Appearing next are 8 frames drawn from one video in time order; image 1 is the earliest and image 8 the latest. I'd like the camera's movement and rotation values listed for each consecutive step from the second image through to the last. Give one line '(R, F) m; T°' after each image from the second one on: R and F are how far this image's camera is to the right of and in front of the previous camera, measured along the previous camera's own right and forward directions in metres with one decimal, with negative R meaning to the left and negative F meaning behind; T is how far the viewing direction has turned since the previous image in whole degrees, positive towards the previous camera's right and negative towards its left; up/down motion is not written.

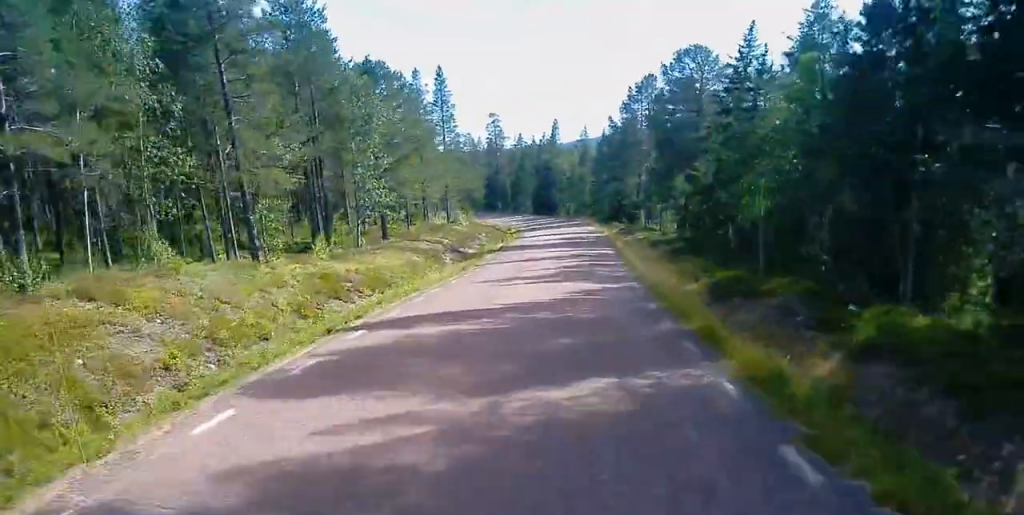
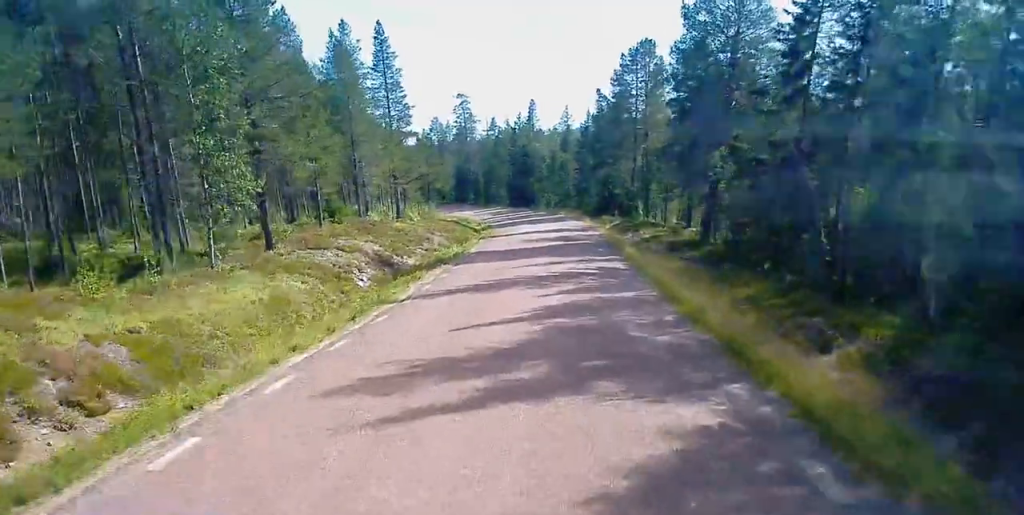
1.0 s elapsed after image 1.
(0.0, +15.3) m; +1°
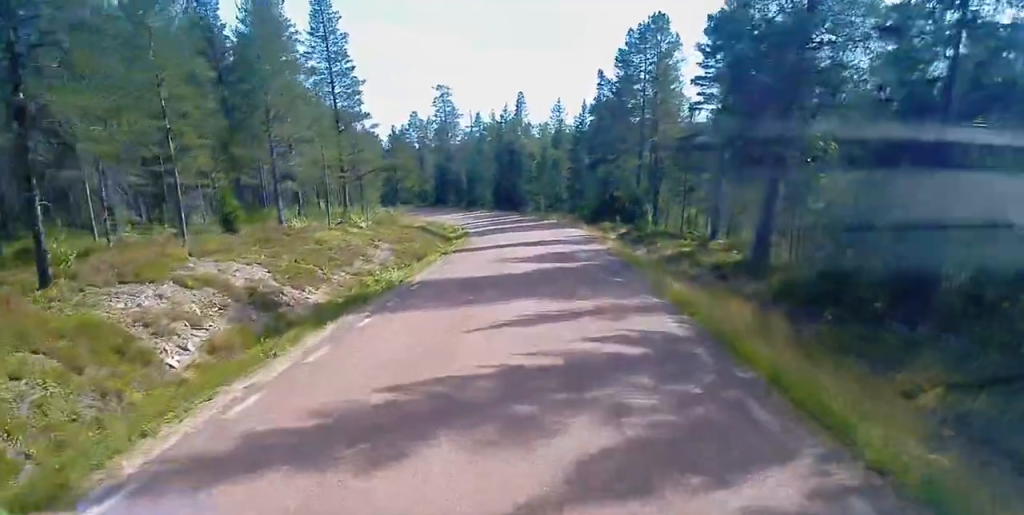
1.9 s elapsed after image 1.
(+0.1, +12.7) m; +1°
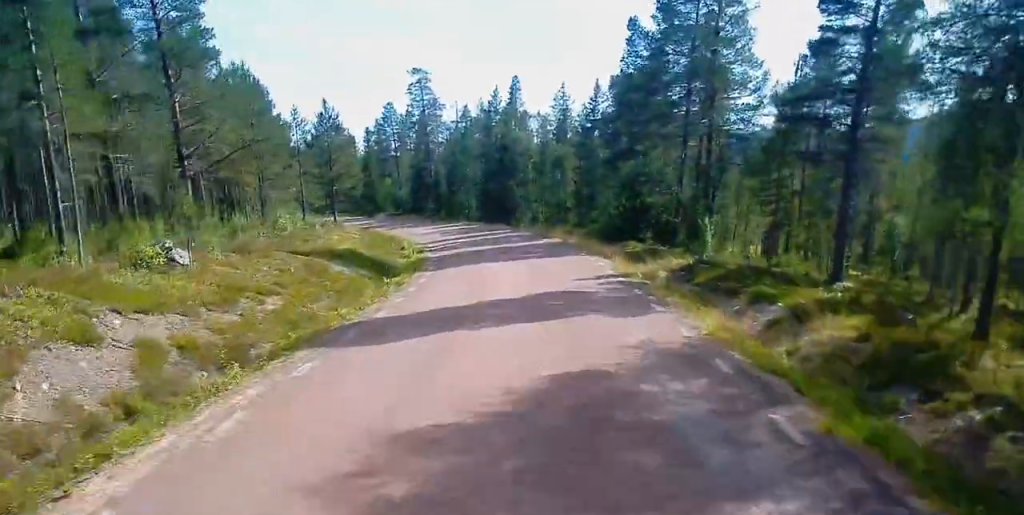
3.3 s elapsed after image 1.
(0.0, +20.9) m; 0°
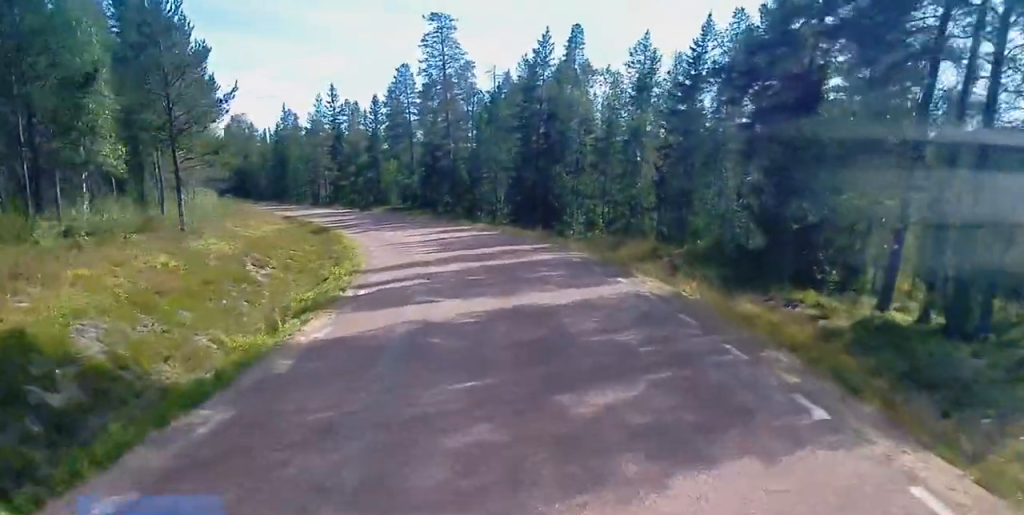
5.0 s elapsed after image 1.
(0.0, +25.8) m; -2°
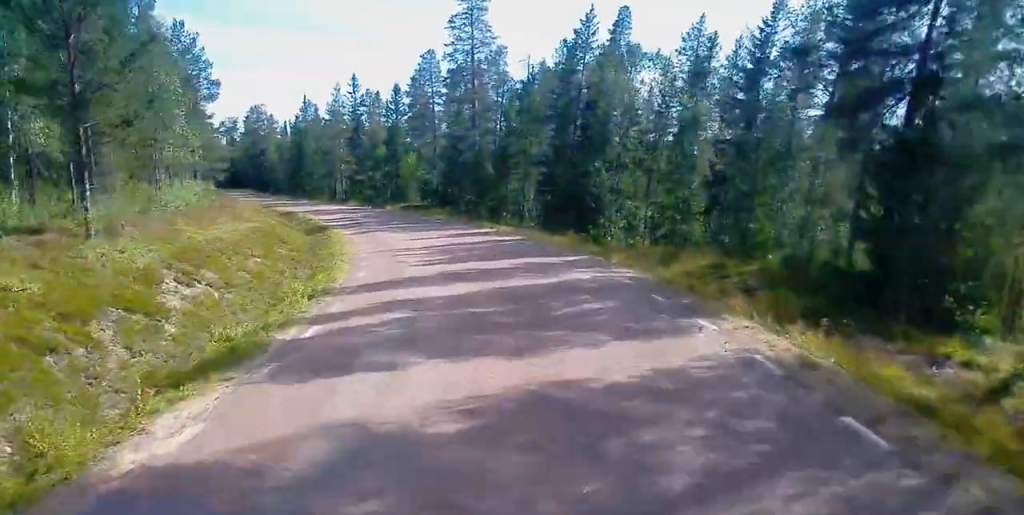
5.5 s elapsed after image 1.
(-0.2, +6.8) m; -1°
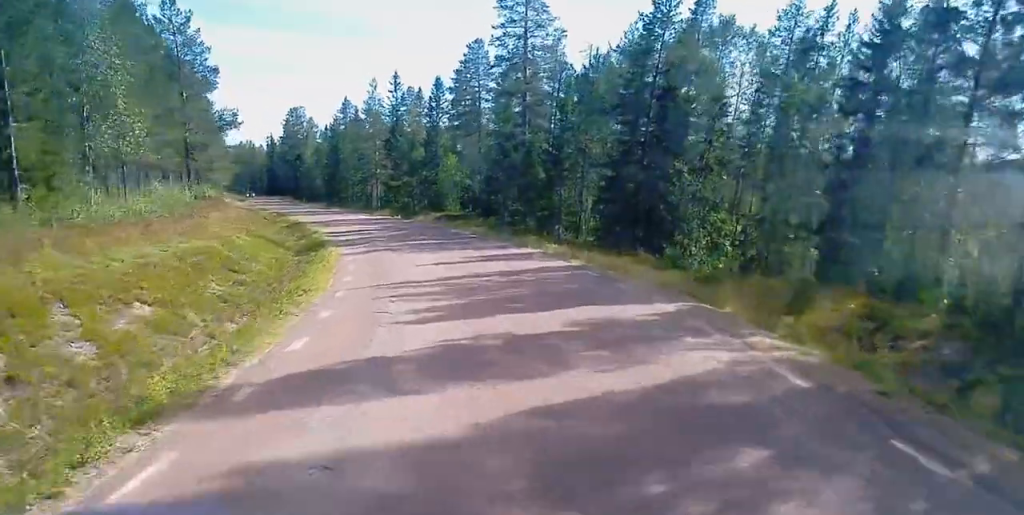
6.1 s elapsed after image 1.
(-0.2, +9.5) m; -3°
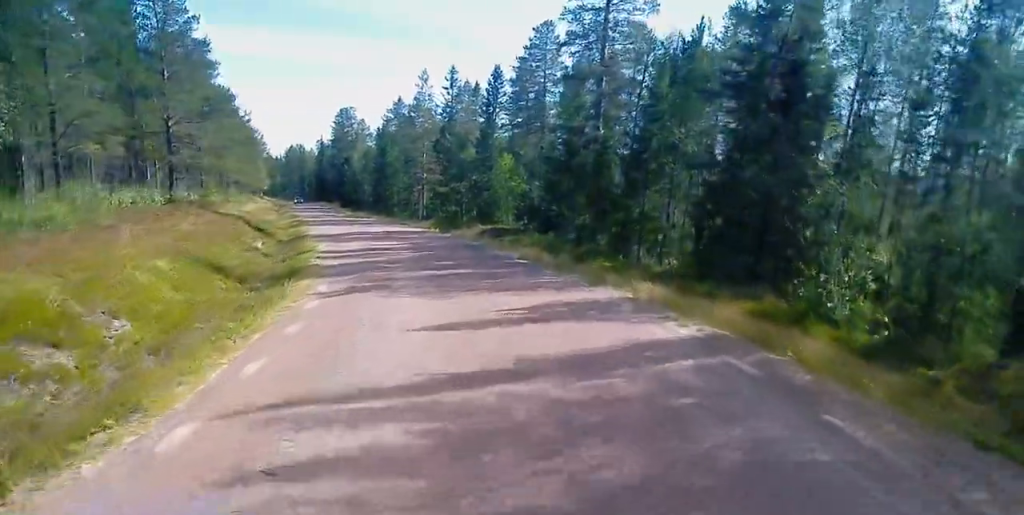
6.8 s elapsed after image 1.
(+0.3, +10.6) m; -7°
